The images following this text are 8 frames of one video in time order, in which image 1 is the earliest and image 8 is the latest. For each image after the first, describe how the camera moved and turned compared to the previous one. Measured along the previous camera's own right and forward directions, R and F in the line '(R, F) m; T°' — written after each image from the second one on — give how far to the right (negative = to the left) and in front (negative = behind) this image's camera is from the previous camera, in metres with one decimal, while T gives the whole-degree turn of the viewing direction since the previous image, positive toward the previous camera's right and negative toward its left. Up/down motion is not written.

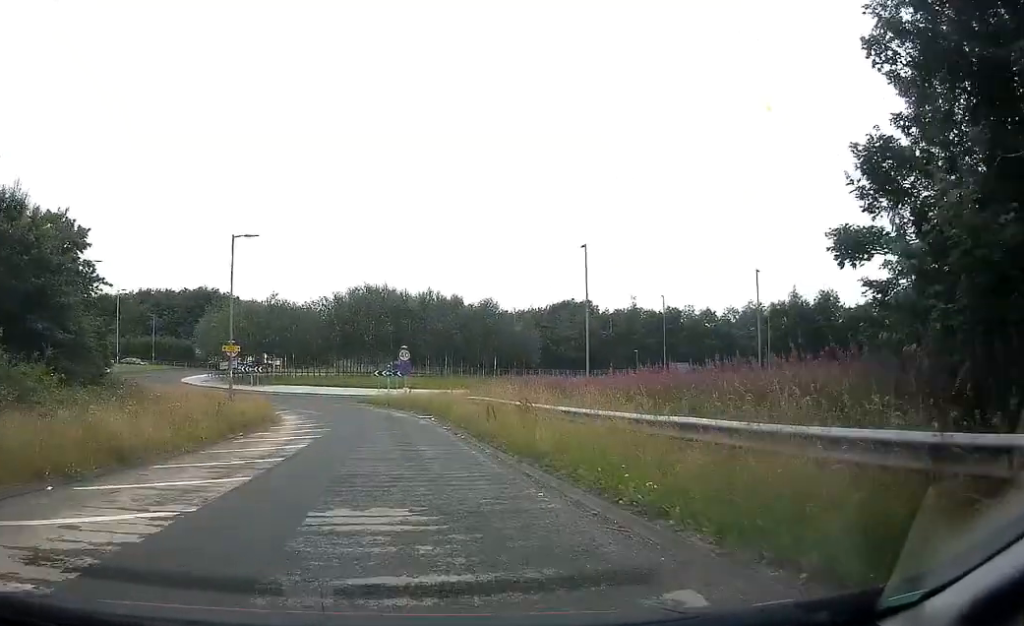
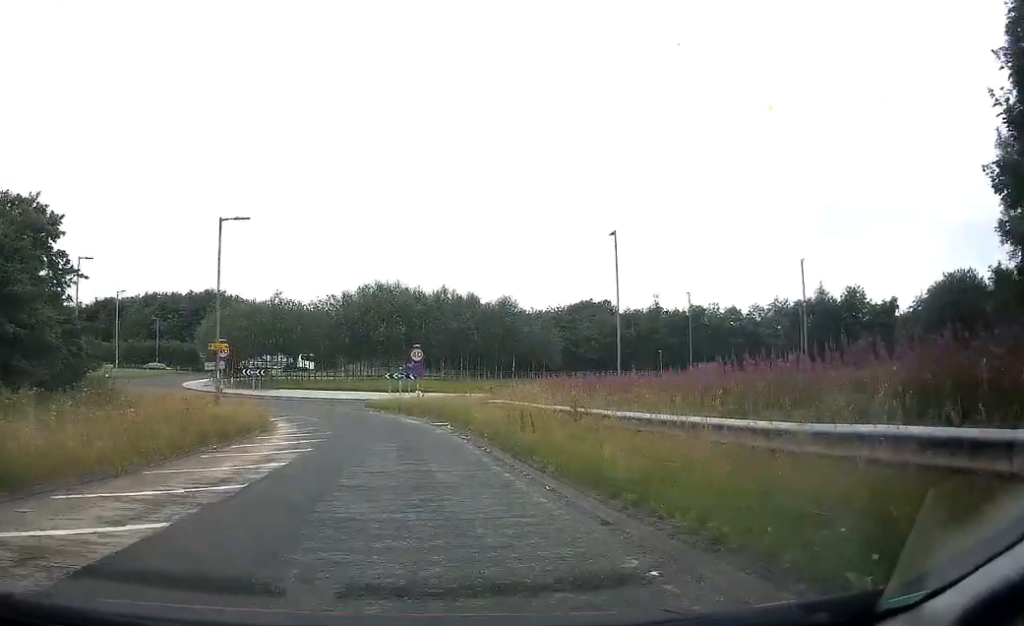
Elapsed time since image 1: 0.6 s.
(-0.3, +4.3) m; -2°
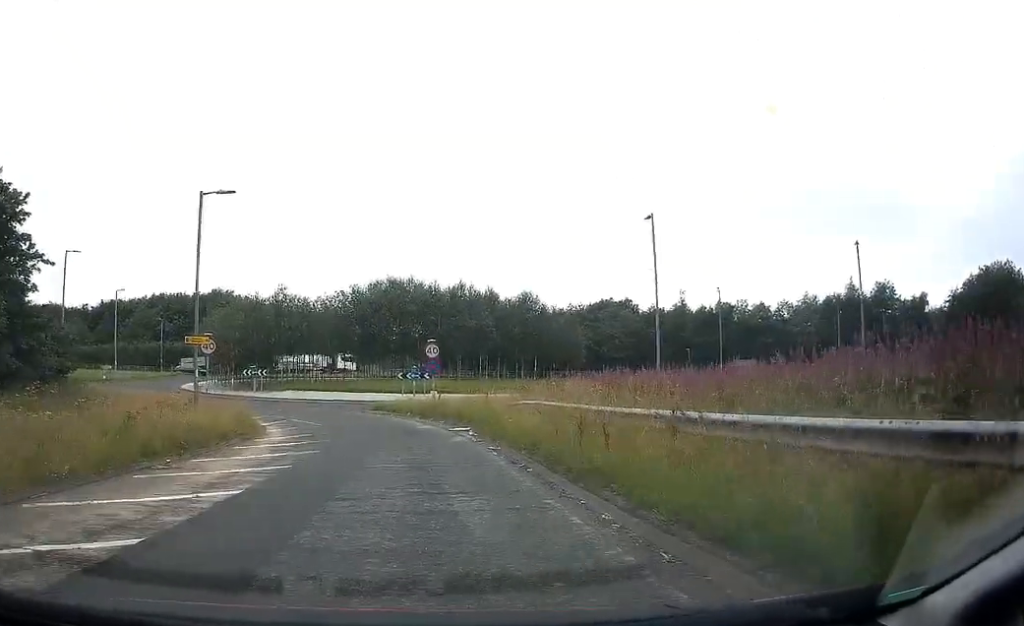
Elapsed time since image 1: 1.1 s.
(-0.3, +4.2) m; -1°
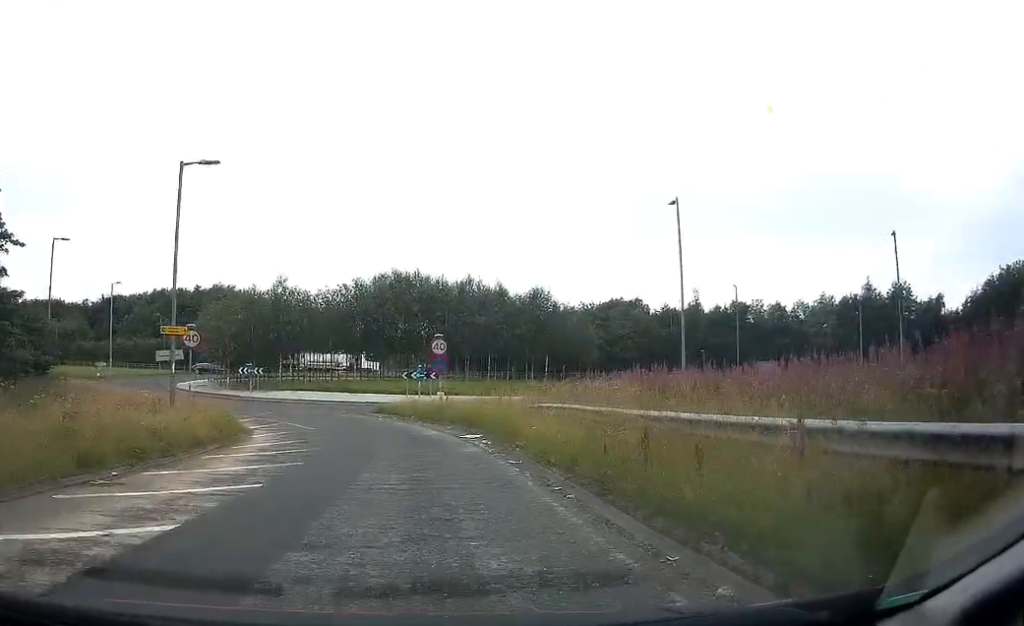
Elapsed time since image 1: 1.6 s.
(+0.1, +2.7) m; 0°
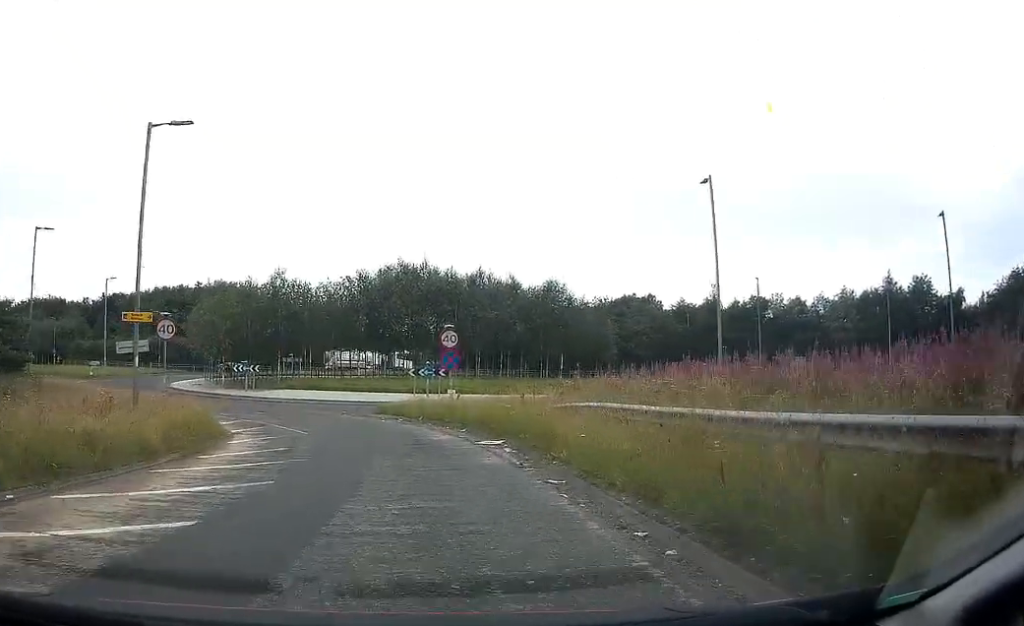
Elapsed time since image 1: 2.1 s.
(+0.1, +3.4) m; +1°
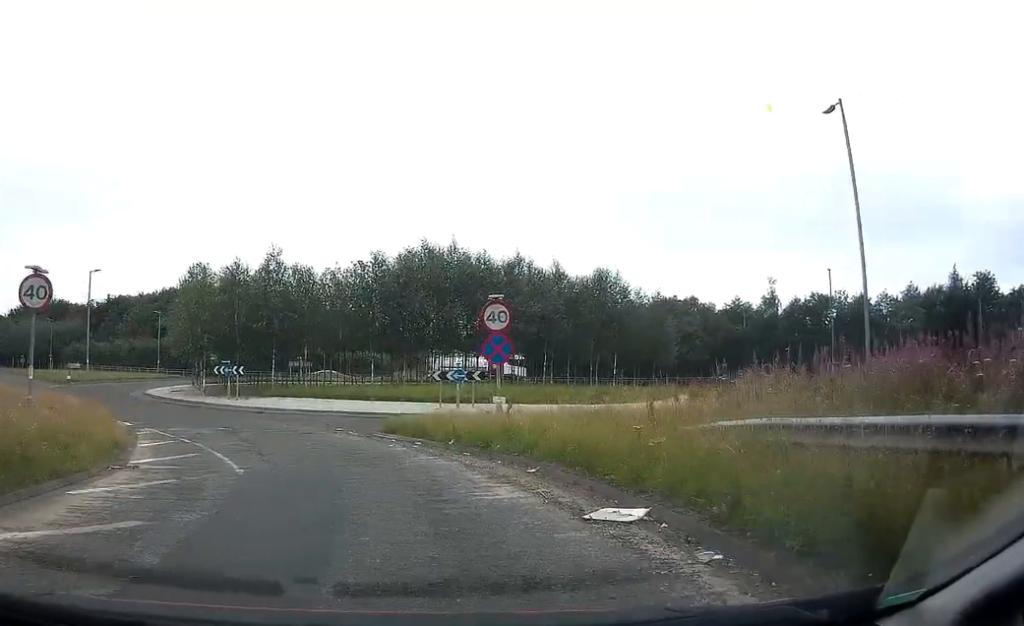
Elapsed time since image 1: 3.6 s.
(+0.2, +9.1) m; +1°
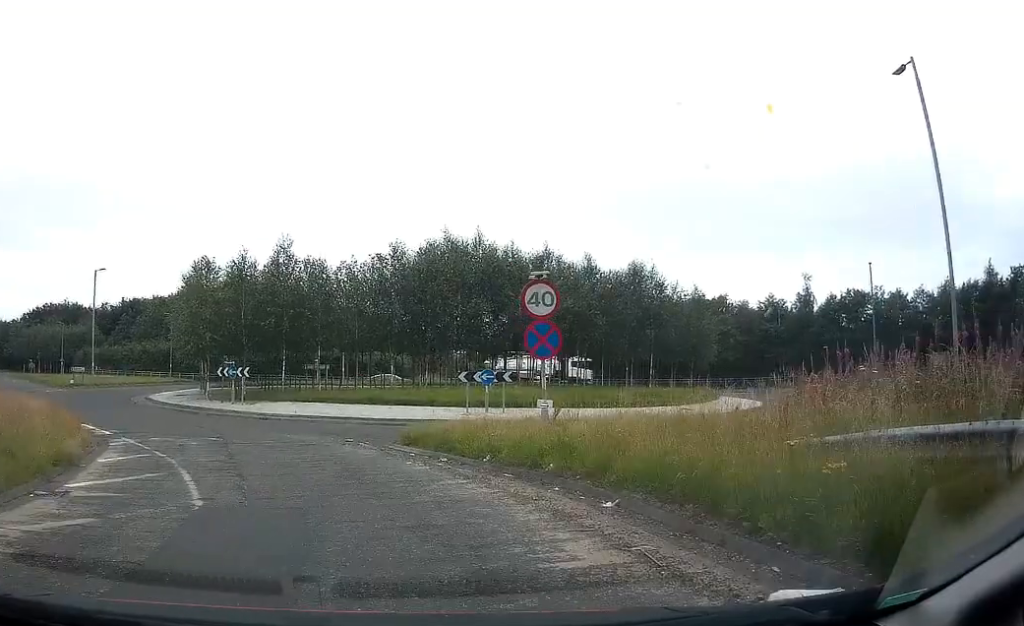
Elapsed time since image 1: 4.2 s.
(+0.2, +3.4) m; -3°
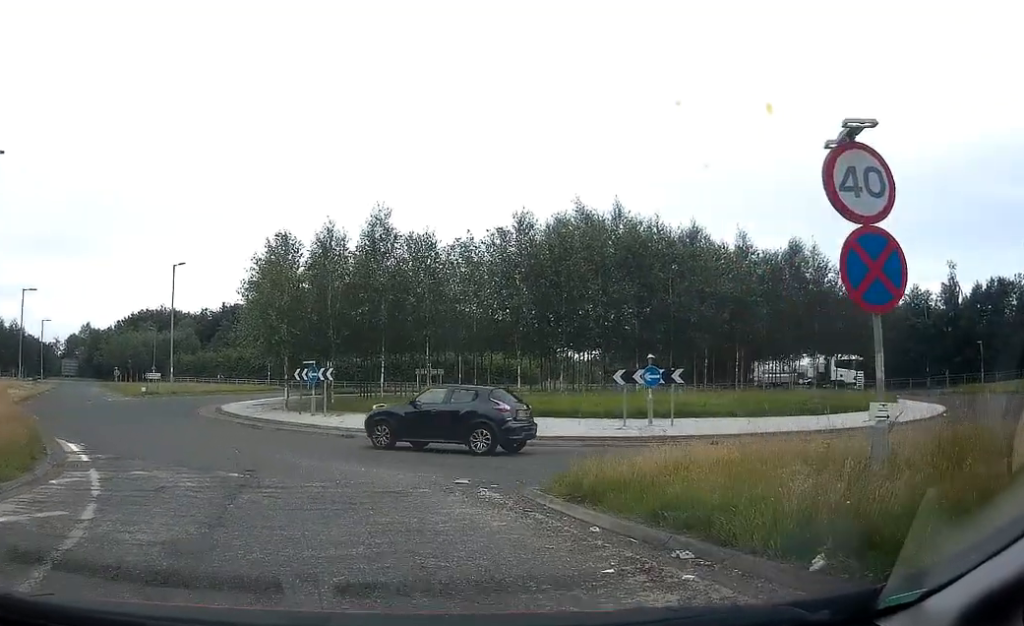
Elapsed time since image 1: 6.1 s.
(-1.1, +7.8) m; -12°
